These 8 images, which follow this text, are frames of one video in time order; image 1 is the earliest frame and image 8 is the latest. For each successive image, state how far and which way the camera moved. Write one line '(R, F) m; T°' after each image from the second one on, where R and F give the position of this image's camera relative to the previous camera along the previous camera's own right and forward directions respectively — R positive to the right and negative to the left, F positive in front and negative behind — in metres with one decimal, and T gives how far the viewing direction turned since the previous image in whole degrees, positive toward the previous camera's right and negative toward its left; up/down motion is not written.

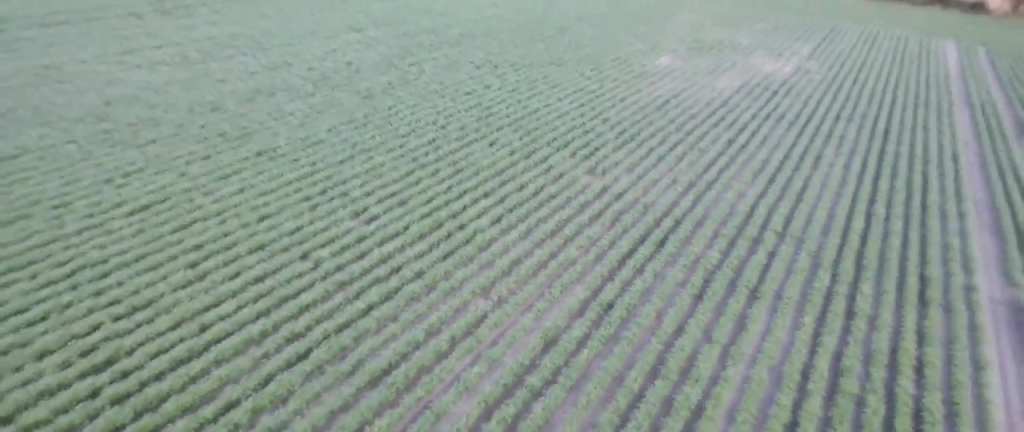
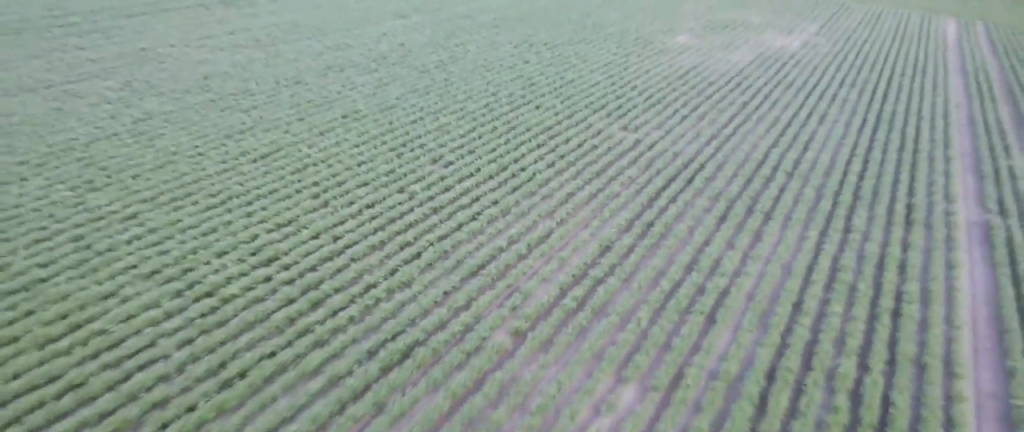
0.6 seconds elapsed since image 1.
(0.0, +5.0) m; 0°
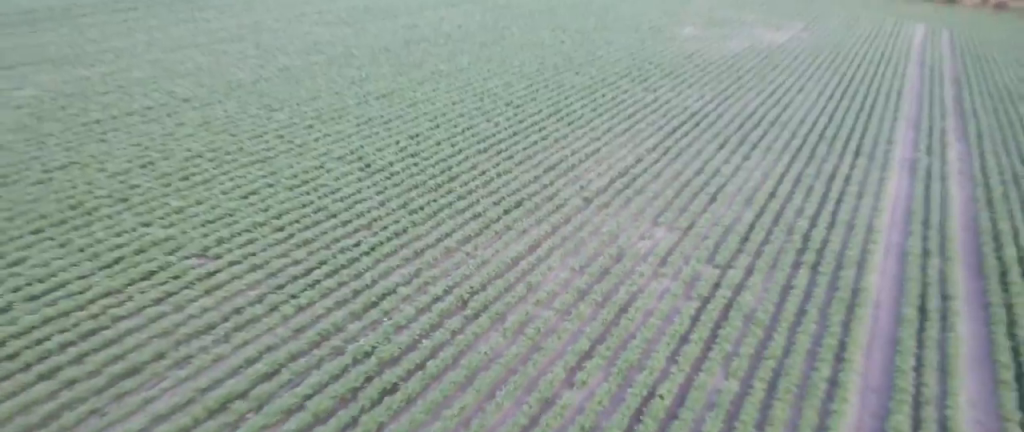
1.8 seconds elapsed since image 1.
(-0.1, +9.8) m; 0°
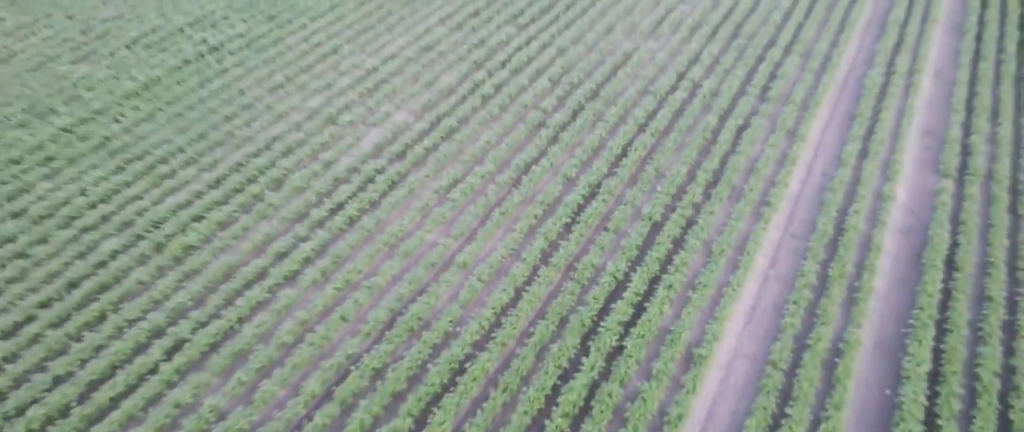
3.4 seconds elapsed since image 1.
(-0.3, +12.1) m; -4°
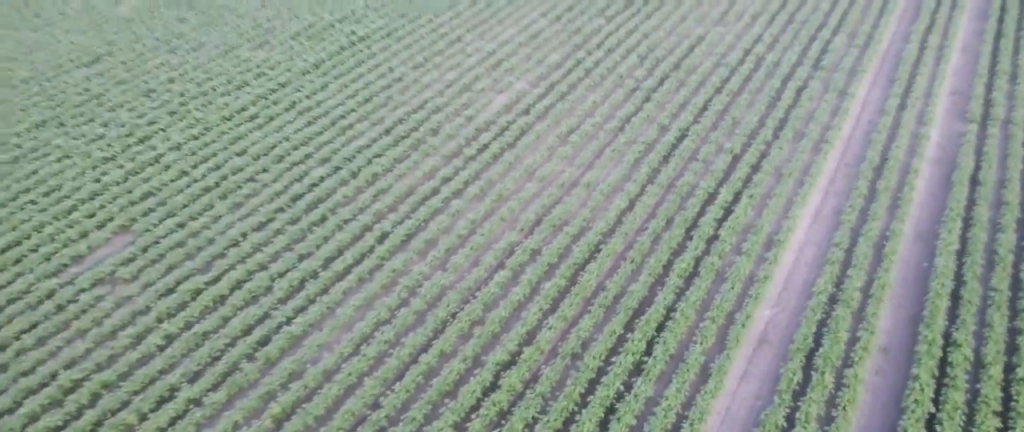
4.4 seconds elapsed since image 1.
(-0.2, +7.1) m; -1°
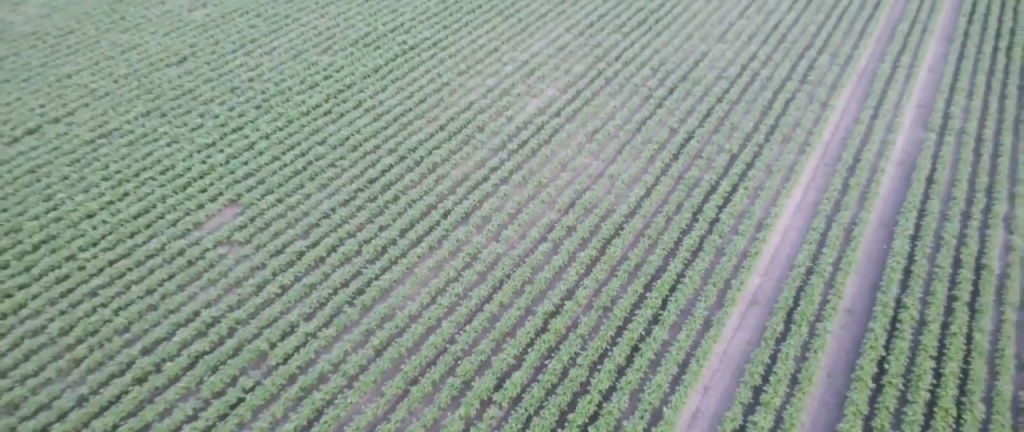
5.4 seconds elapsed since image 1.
(+0.1, +5.0) m; 0°
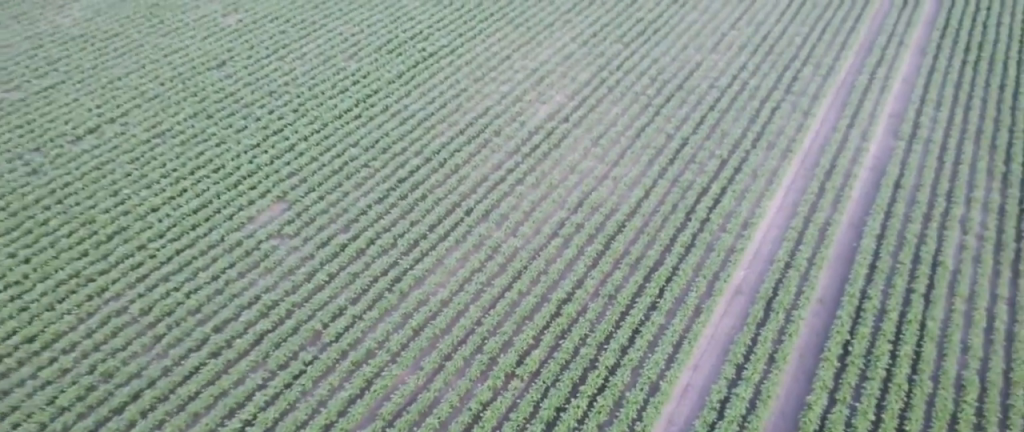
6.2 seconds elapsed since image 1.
(0.0, +3.1) m; 0°
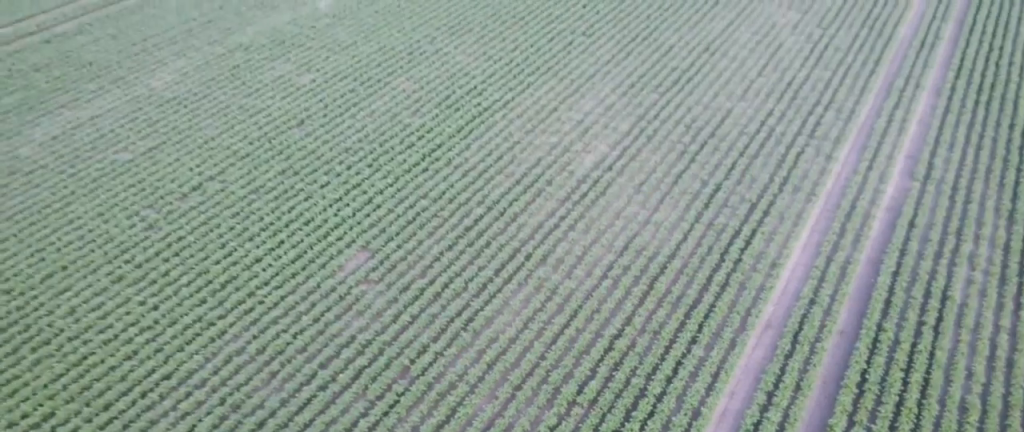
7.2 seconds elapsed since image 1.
(+0.1, +3.5) m; +1°
